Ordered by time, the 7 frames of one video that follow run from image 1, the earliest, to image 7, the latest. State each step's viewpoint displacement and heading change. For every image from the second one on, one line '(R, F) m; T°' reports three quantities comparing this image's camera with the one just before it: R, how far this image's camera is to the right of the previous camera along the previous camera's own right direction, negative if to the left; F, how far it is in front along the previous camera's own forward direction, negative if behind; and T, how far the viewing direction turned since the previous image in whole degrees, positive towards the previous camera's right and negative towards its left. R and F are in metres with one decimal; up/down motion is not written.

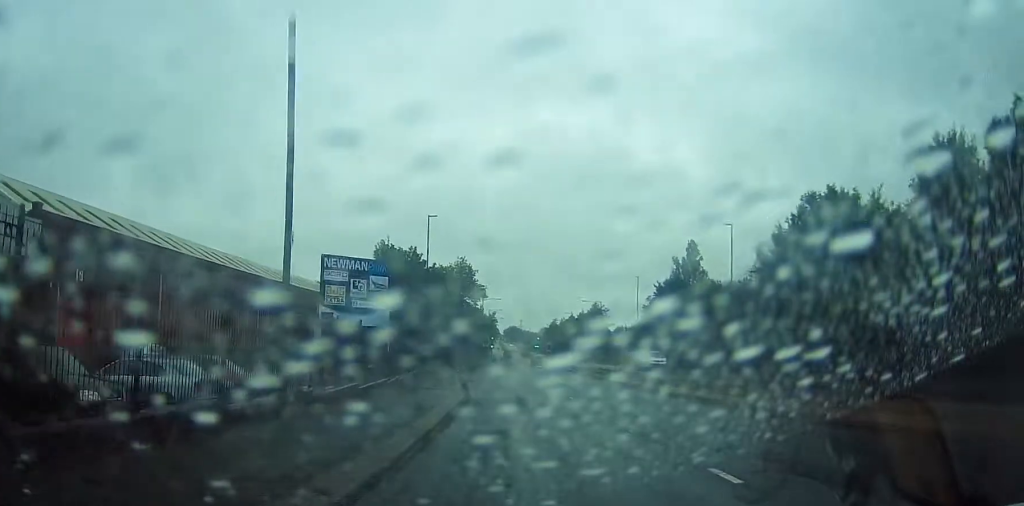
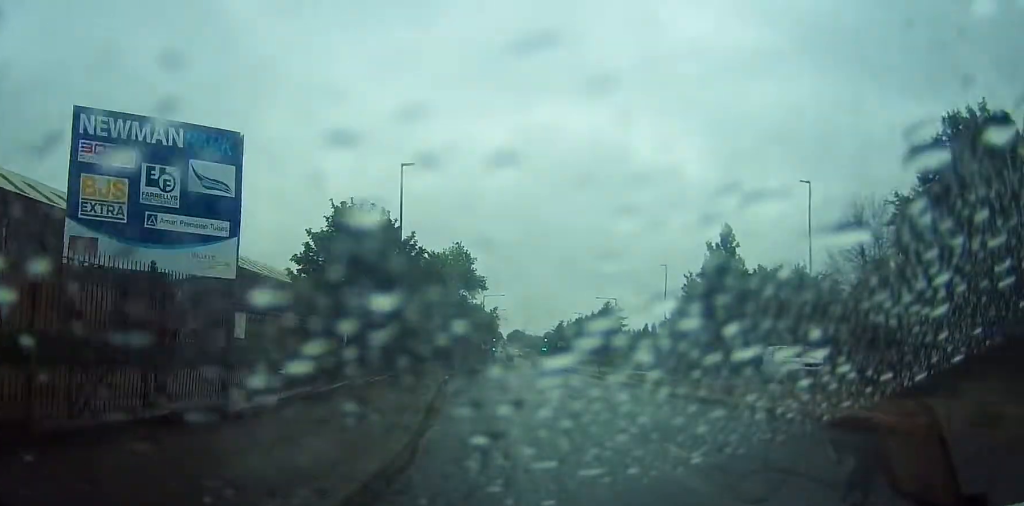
(0.0, +15.6) m; -1°
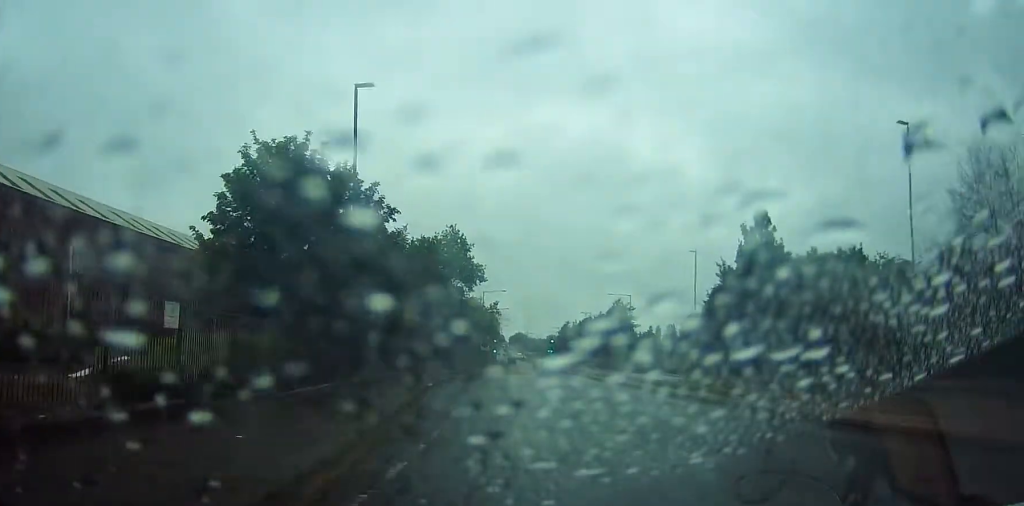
(-0.2, +12.5) m; -1°
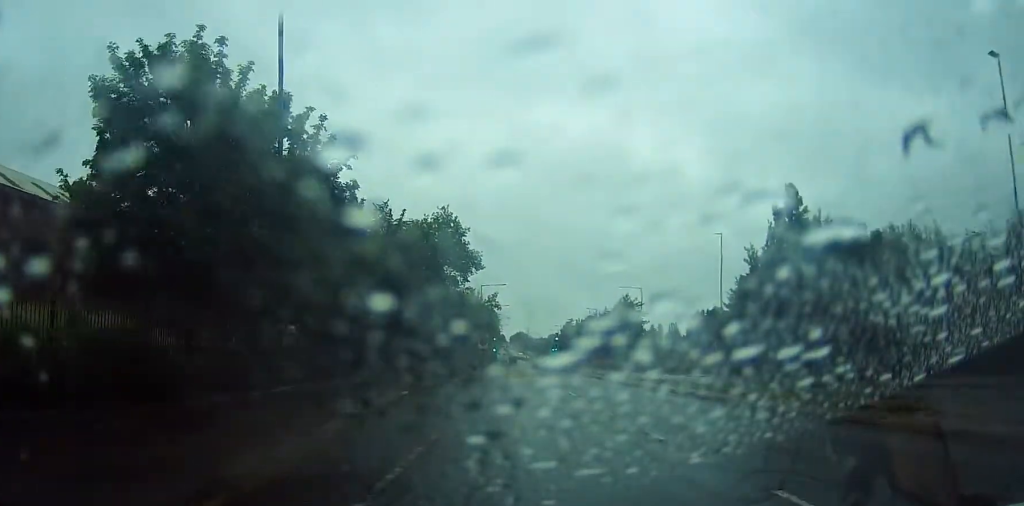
(0.0, +9.0) m; 0°
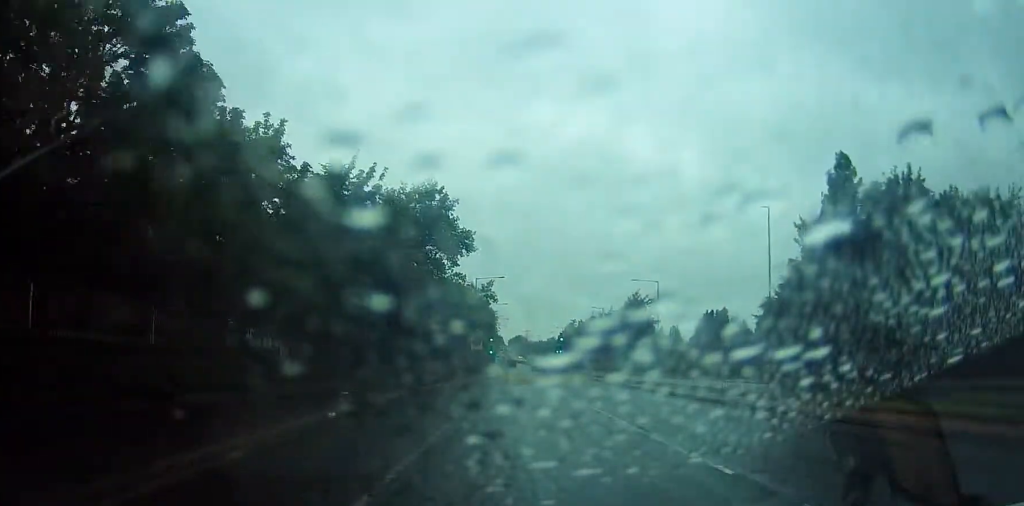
(+0.2, +12.5) m; +1°
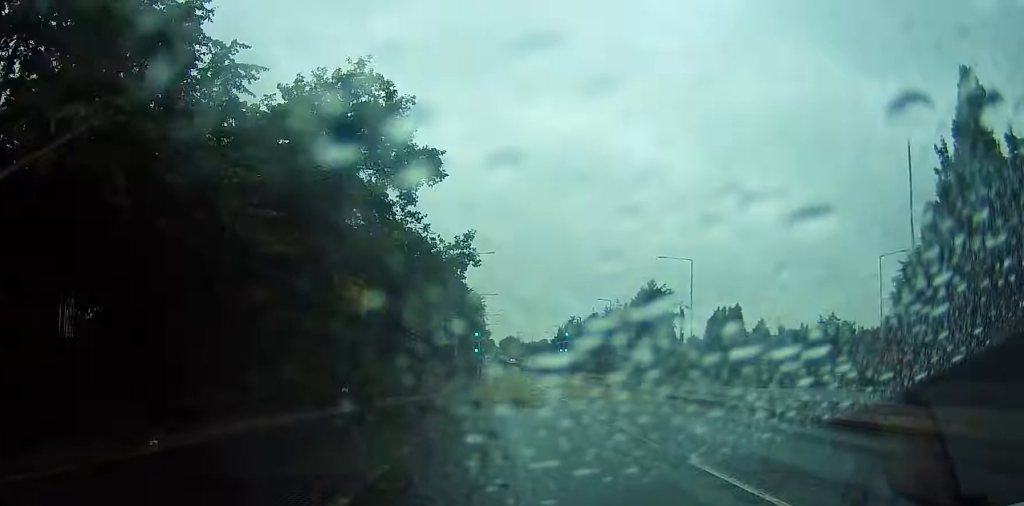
(+0.2, +21.2) m; 0°
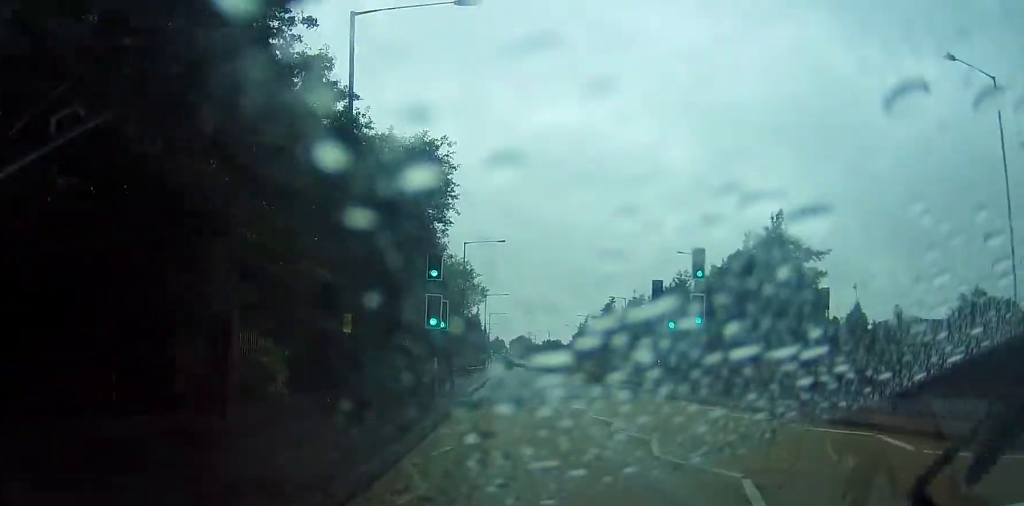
(-0.6, +49.1) m; -1°
